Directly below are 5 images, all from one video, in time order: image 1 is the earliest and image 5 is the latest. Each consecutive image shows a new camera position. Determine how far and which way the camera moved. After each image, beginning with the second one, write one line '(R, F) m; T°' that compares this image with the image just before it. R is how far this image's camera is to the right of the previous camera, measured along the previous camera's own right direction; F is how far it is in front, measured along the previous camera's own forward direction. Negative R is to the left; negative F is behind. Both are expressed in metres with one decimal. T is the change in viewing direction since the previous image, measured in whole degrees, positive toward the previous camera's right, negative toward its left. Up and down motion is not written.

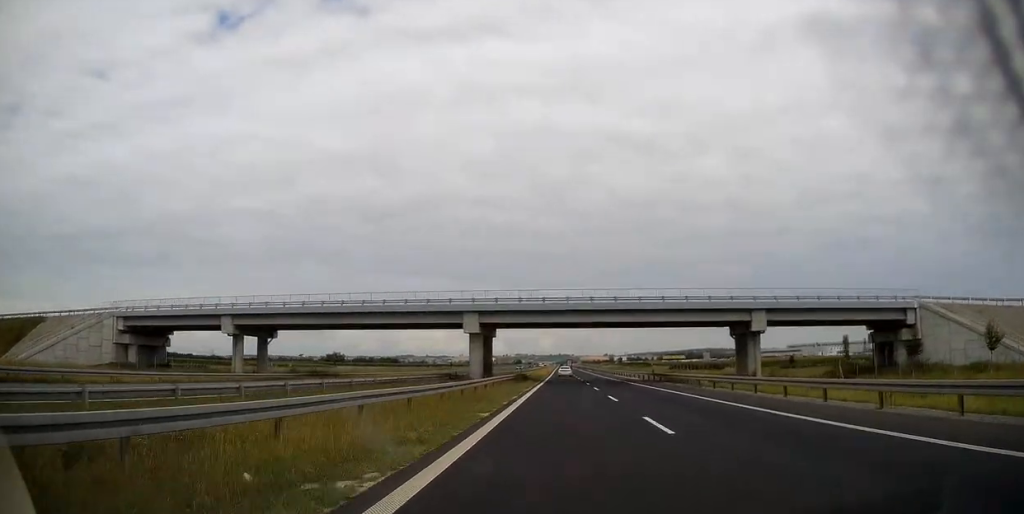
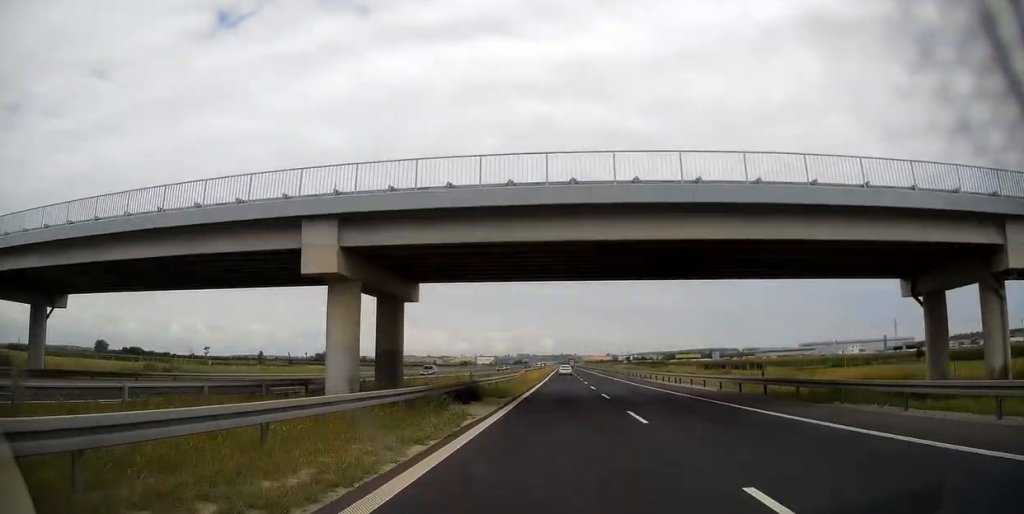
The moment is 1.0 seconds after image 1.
(-0.1, +33.4) m; 0°
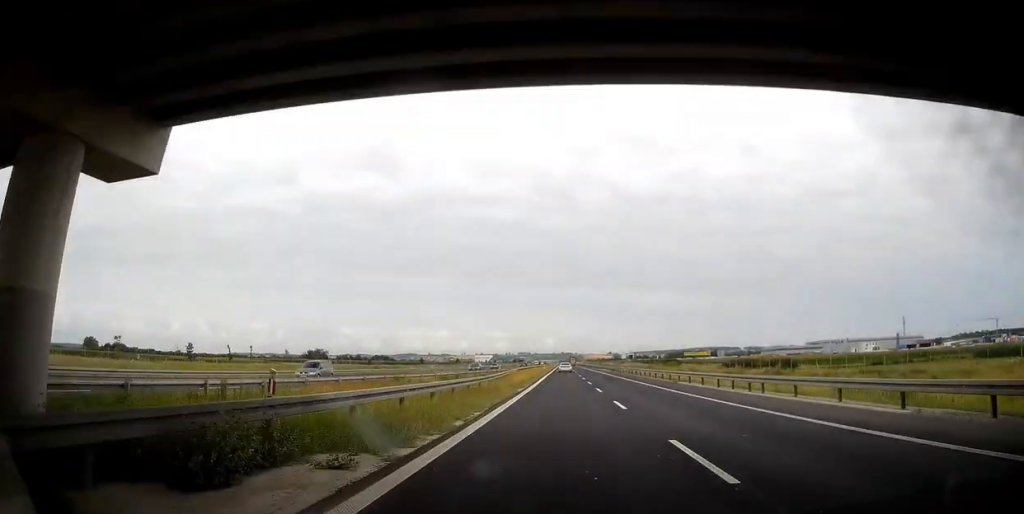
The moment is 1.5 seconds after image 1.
(0.0, +19.7) m; 0°
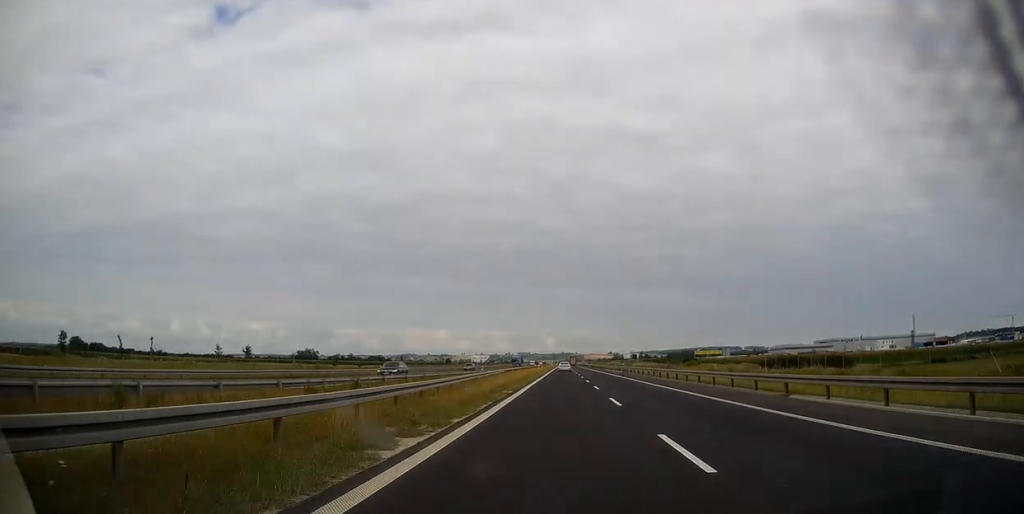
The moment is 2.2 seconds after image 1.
(0.0, +23.2) m; 0°
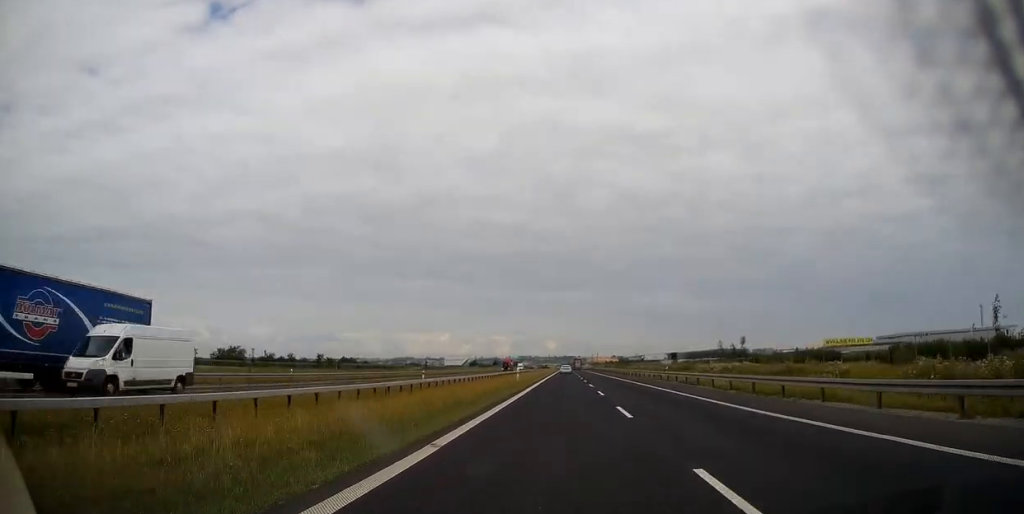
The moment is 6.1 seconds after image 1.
(+0.1, +135.9) m; 0°
